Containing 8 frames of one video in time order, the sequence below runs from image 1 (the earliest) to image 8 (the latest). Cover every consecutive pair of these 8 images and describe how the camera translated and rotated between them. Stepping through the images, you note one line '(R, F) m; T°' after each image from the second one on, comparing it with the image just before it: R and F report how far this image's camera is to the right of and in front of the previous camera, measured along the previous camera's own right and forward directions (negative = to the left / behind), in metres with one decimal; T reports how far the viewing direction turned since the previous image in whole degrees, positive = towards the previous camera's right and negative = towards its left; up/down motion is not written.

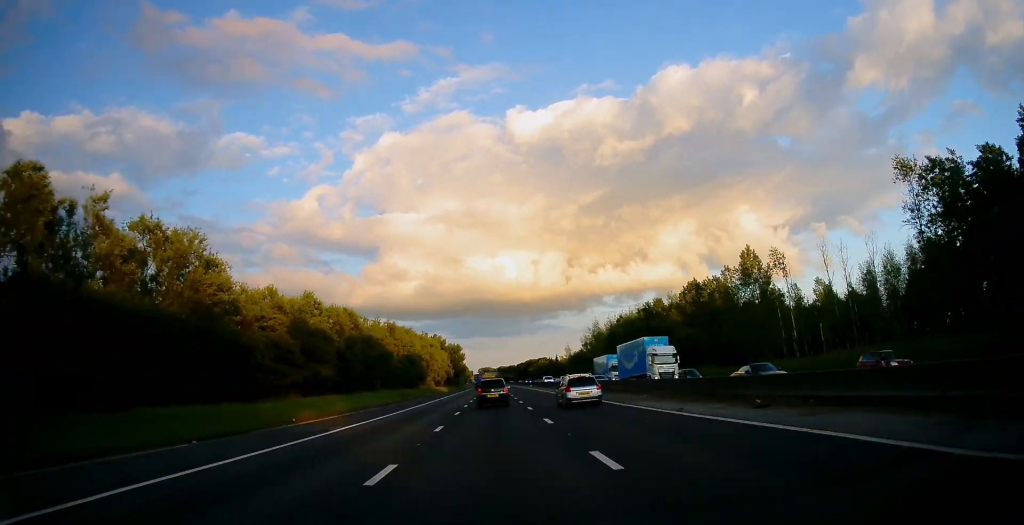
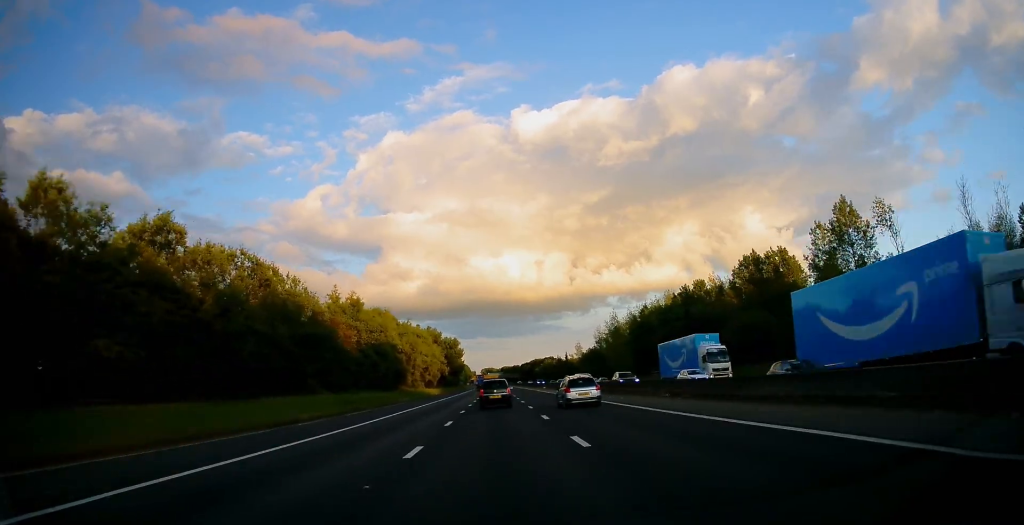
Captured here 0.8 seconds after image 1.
(-0.1, +26.2) m; 0°
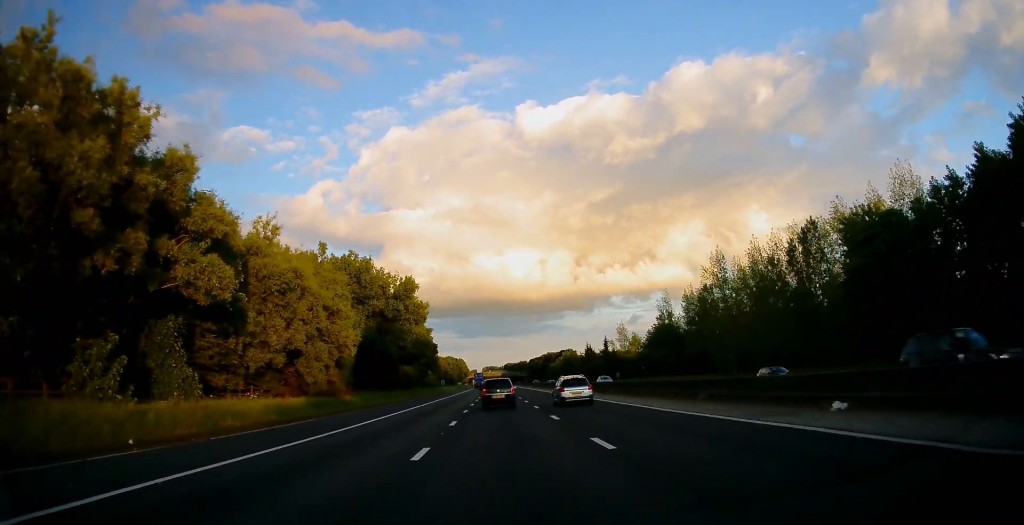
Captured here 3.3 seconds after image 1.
(-0.4, +84.2) m; 0°
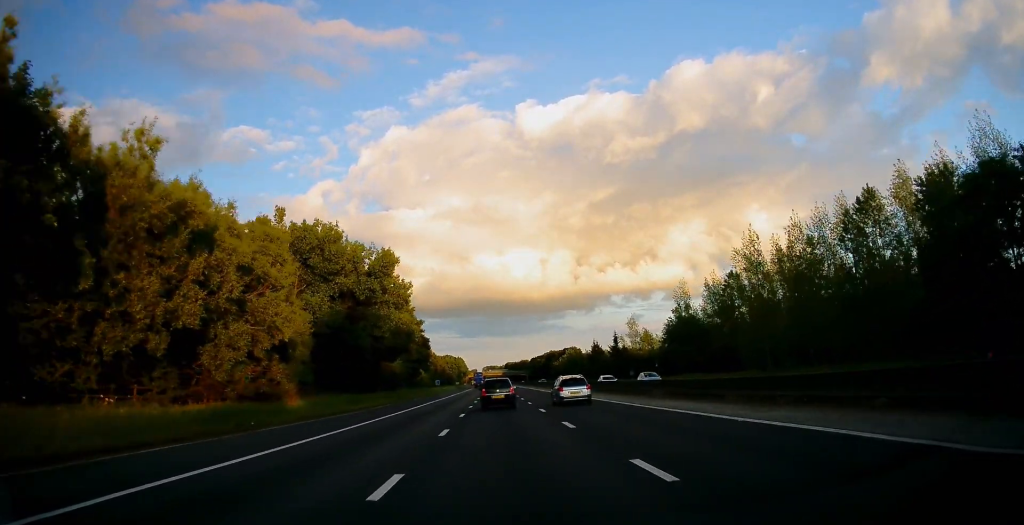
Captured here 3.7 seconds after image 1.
(0.0, +13.2) m; 0°
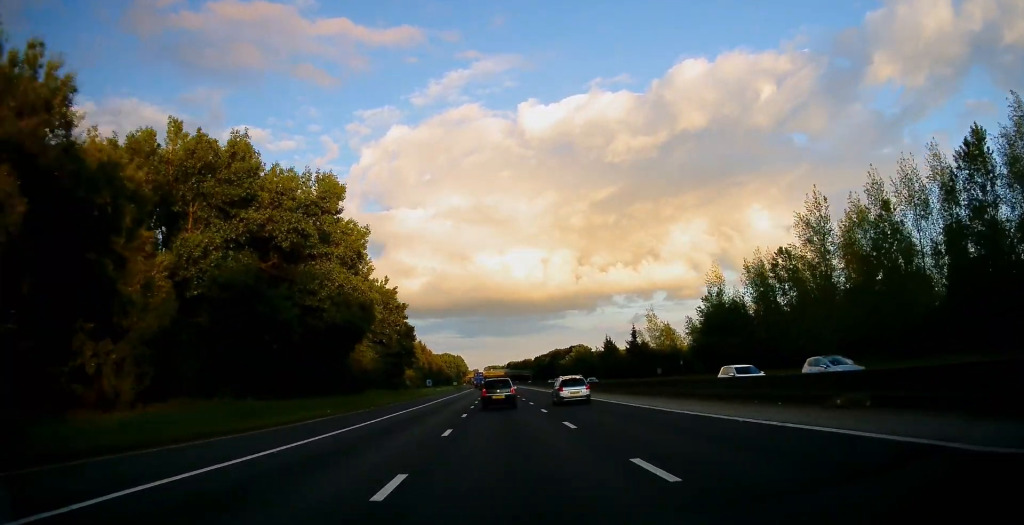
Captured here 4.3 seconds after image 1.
(0.0, +18.7) m; 0°
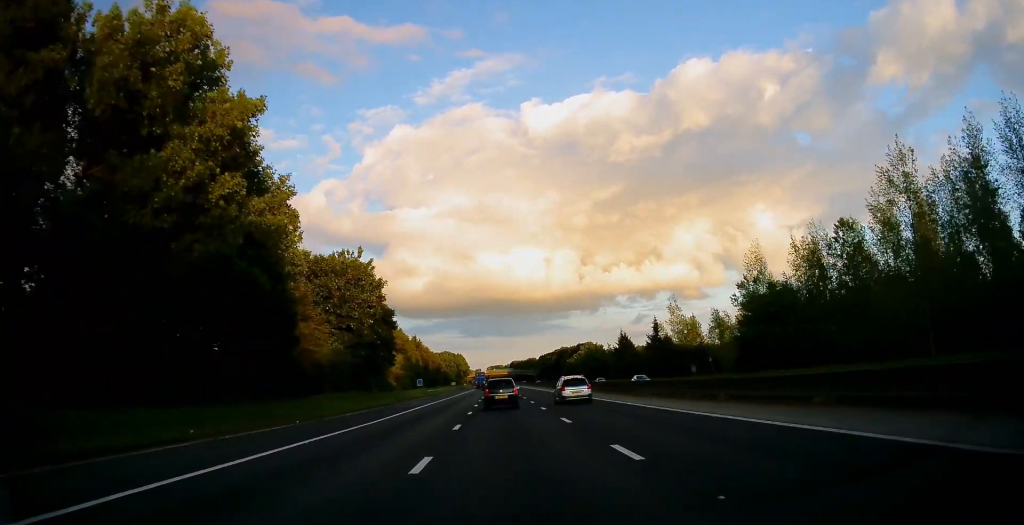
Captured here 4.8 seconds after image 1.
(-0.1, +15.9) m; 0°
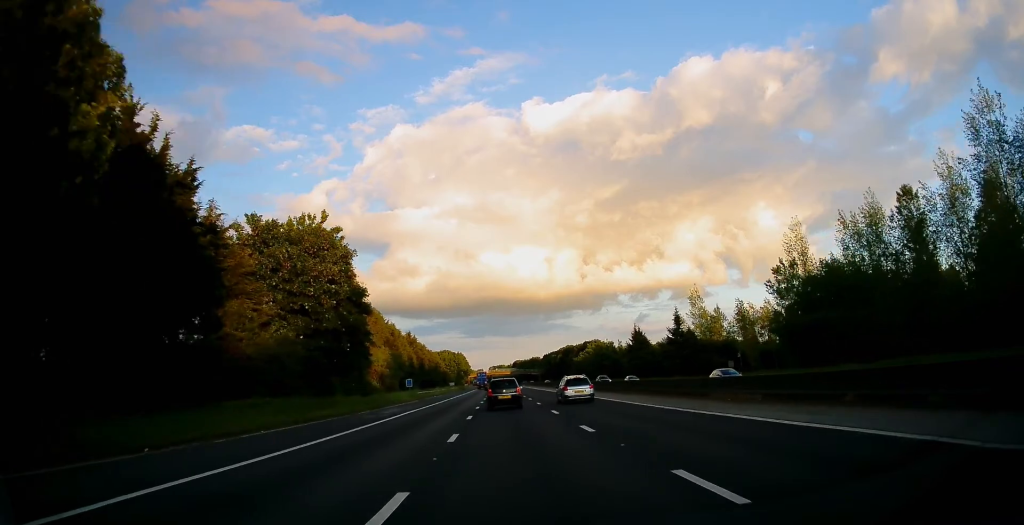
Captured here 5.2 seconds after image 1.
(0.0, +13.7) m; 0°
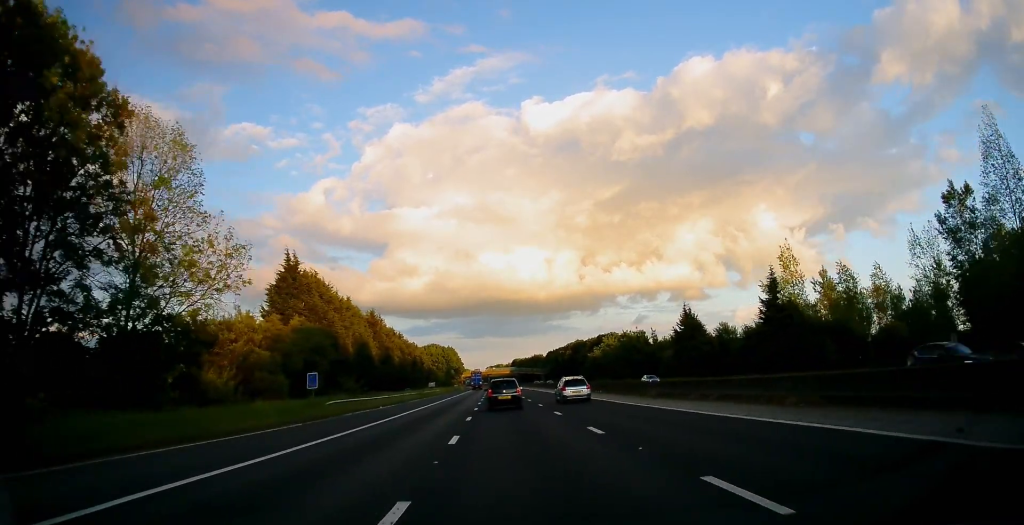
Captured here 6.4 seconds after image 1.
(0.0, +38.4) m; 0°
